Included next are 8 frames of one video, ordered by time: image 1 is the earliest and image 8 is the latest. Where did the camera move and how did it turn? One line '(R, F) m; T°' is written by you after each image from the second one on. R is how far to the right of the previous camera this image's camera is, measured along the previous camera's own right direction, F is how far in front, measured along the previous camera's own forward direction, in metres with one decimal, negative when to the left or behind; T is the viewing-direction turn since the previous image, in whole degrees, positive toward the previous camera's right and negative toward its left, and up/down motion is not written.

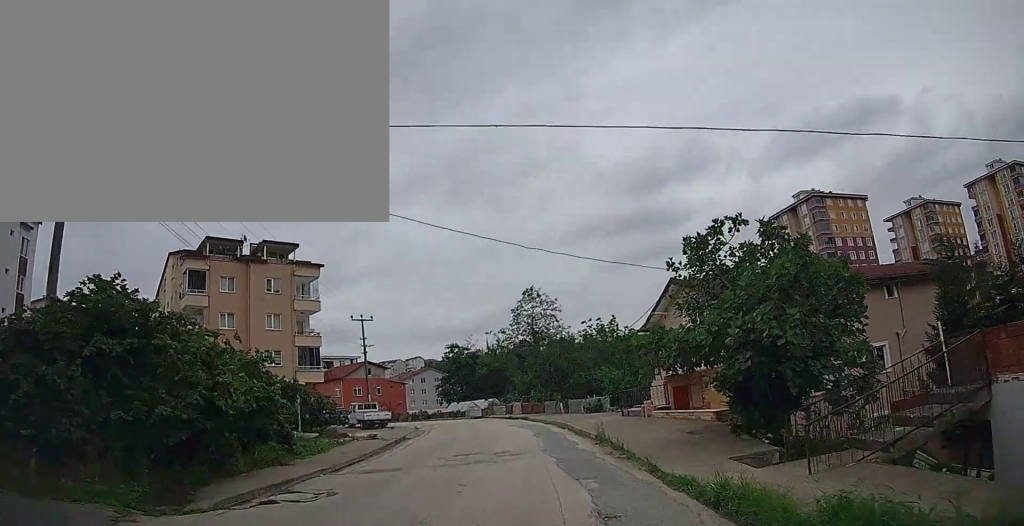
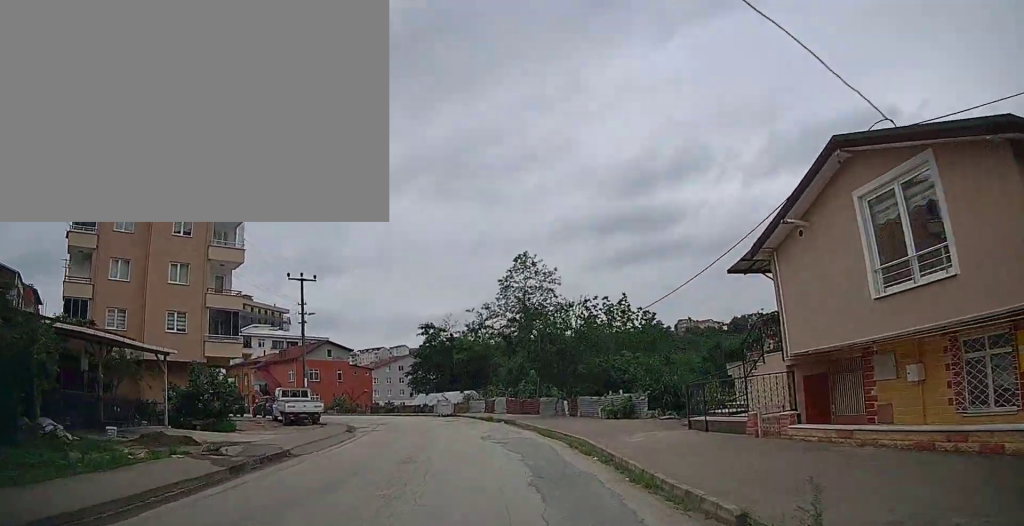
(+0.3, +13.3) m; +1°
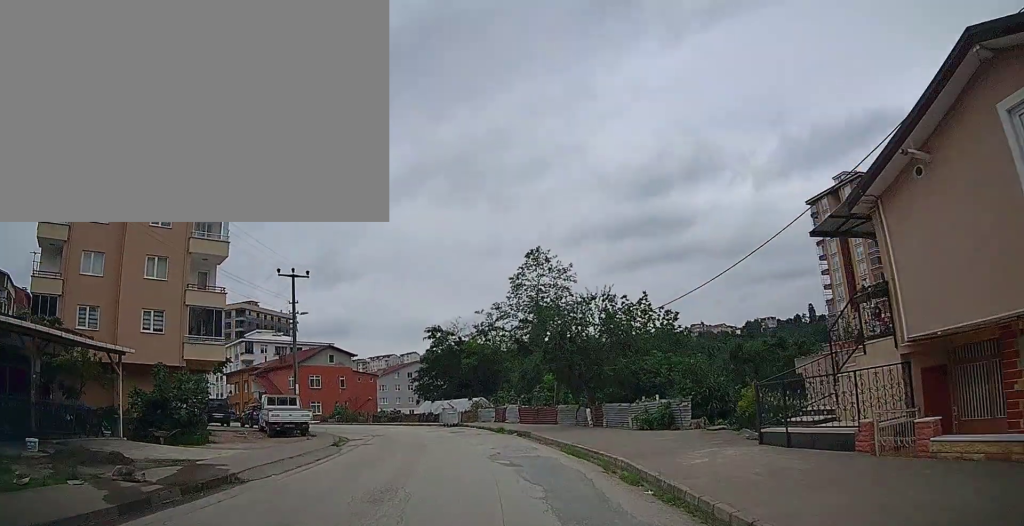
(0.0, +3.8) m; -1°
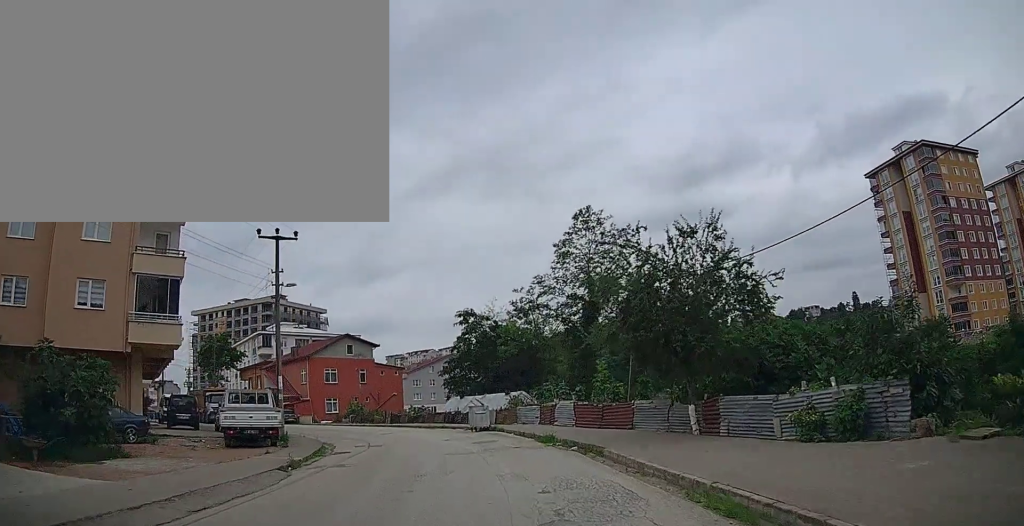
(-0.2, +8.7) m; -4°
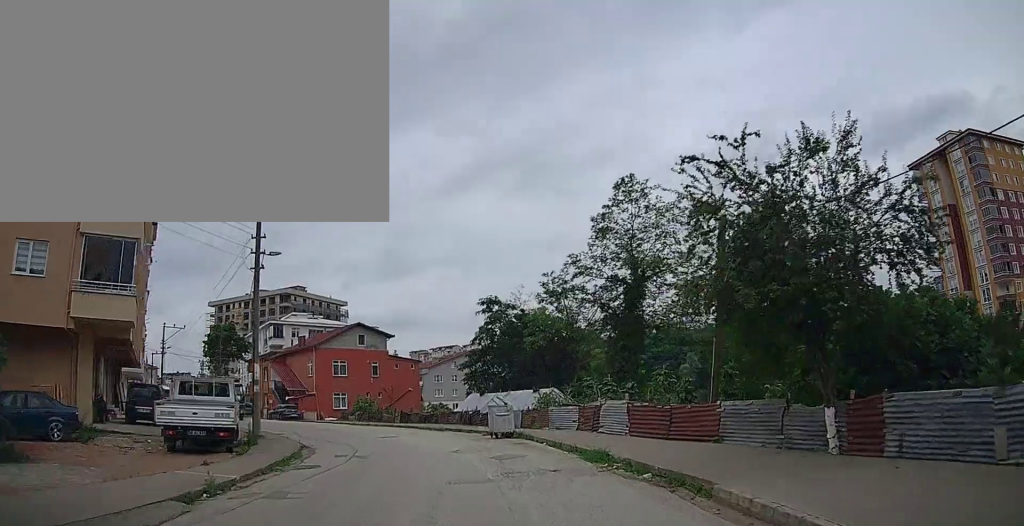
(-0.1, +5.4) m; -3°
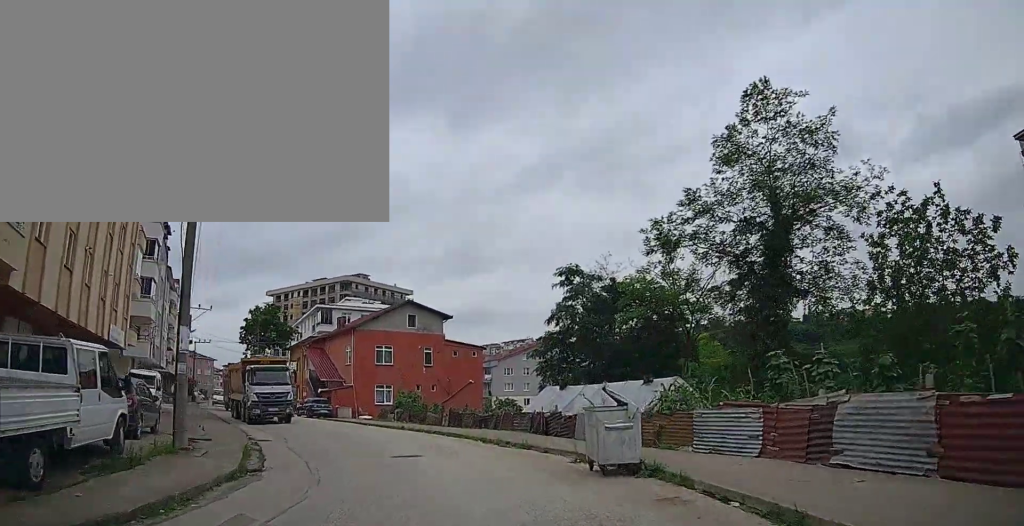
(-0.5, +9.6) m; -5°
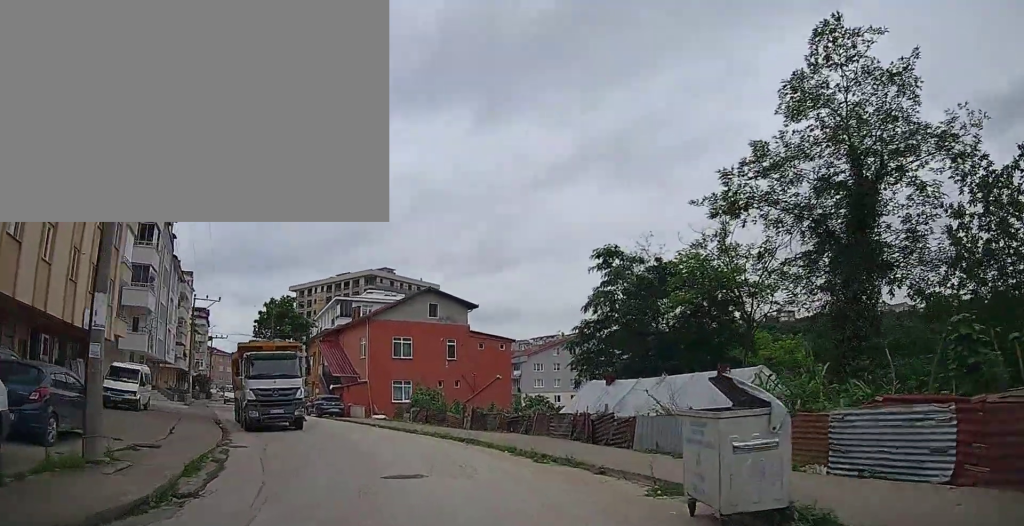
(+0.1, +4.5) m; -3°
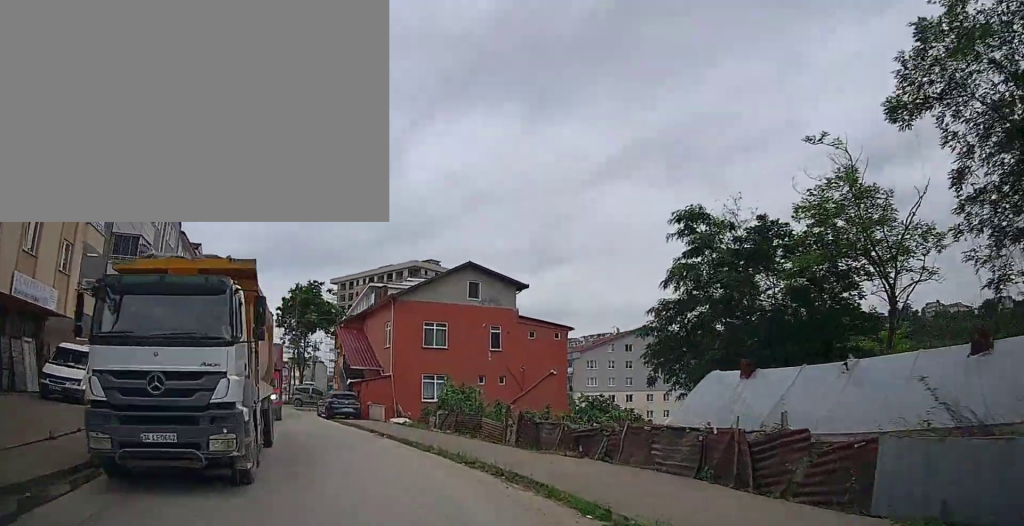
(-0.6, +7.3) m; -8°
